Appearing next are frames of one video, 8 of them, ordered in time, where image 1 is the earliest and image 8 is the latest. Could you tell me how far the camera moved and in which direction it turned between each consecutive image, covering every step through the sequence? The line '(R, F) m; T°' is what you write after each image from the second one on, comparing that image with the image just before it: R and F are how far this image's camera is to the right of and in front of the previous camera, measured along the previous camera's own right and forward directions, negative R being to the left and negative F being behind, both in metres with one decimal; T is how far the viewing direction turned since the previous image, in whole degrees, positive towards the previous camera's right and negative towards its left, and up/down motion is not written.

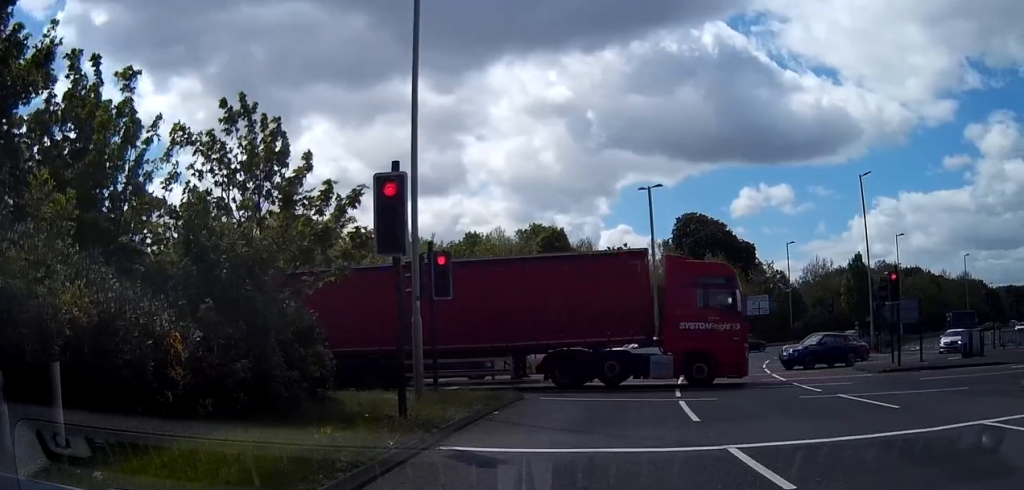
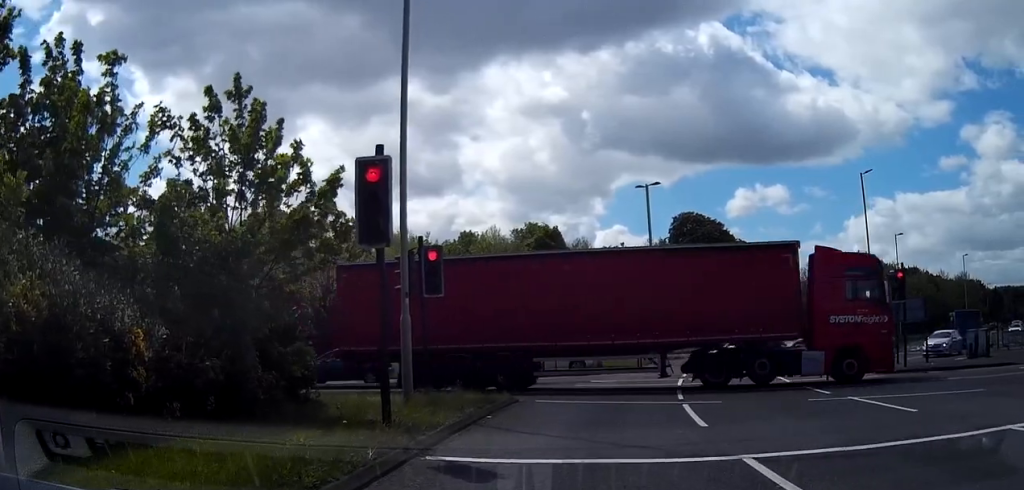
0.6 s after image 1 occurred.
(0.0, +0.7) m; 0°
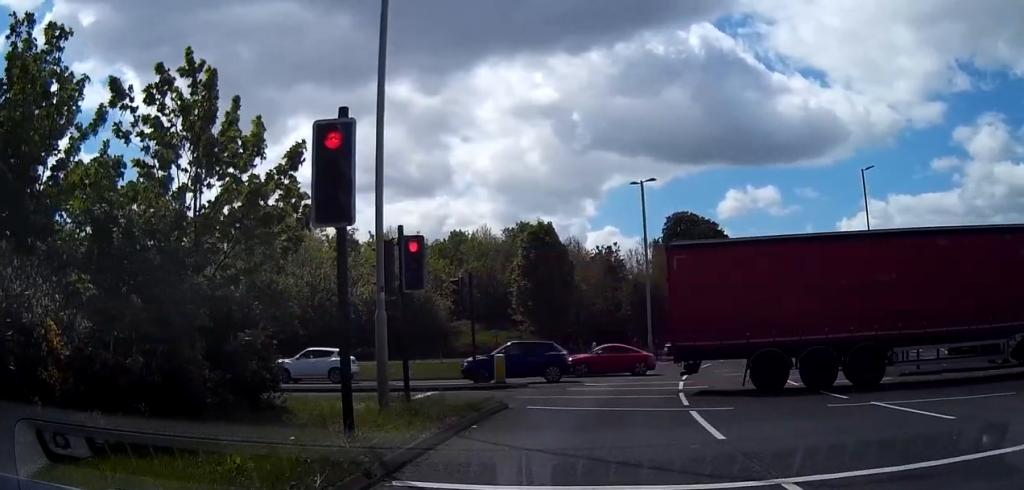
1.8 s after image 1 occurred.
(-0.1, +1.2) m; 0°
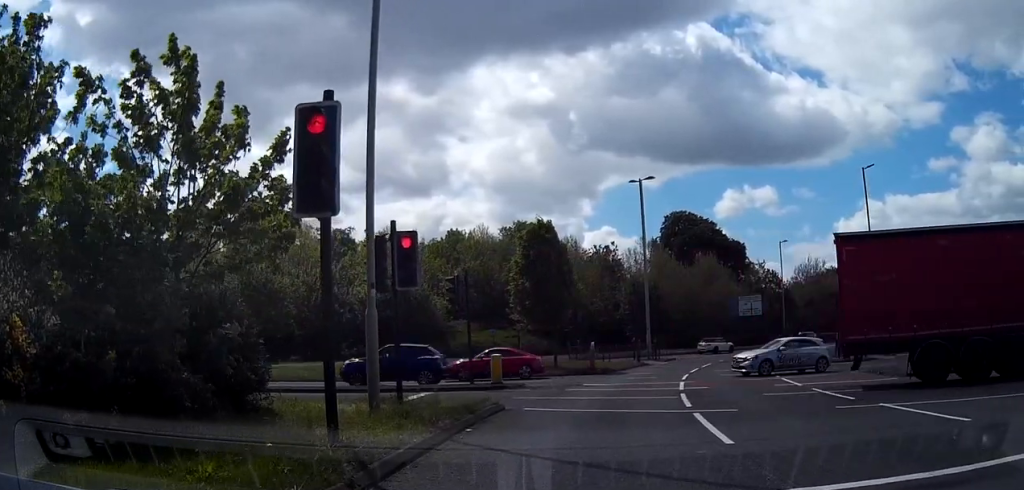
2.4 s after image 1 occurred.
(-0.1, +0.3) m; 0°
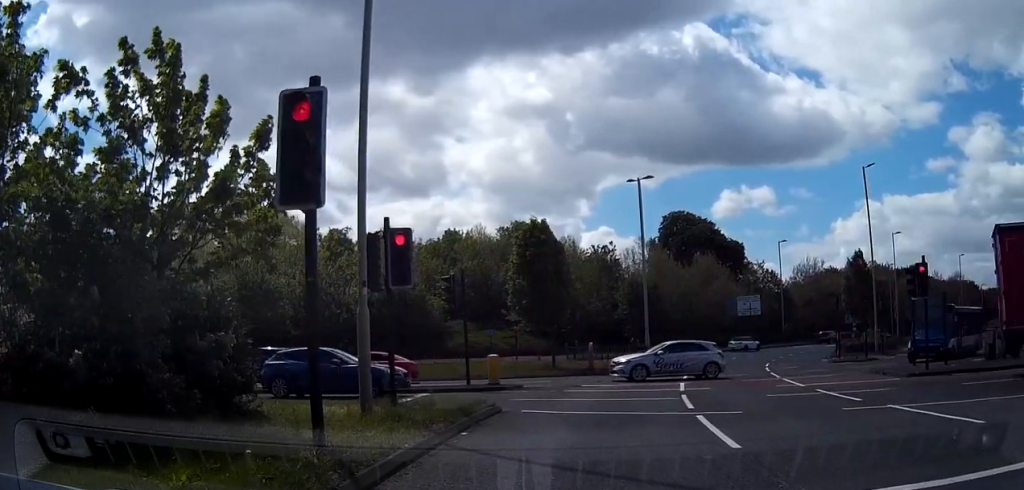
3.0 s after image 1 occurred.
(-0.1, +0.2) m; 0°
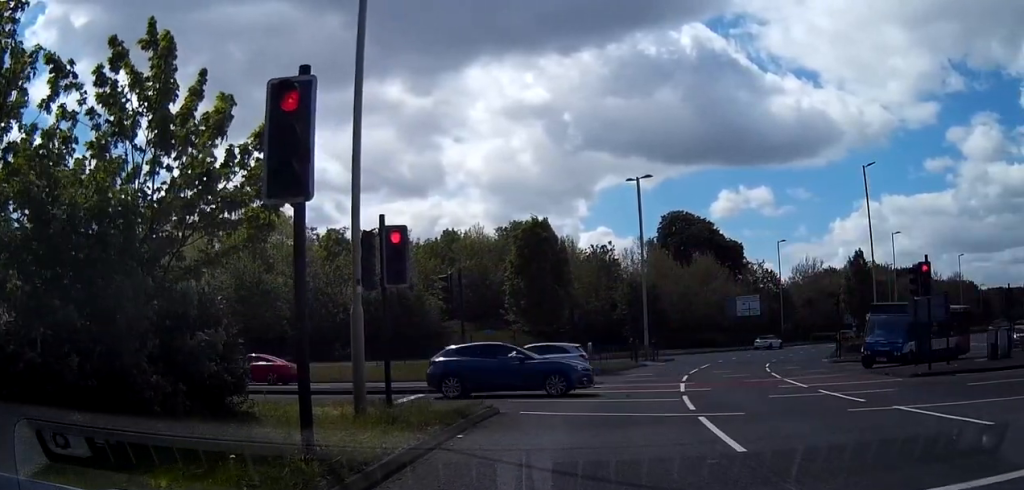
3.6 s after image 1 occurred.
(-0.1, +0.1) m; 0°
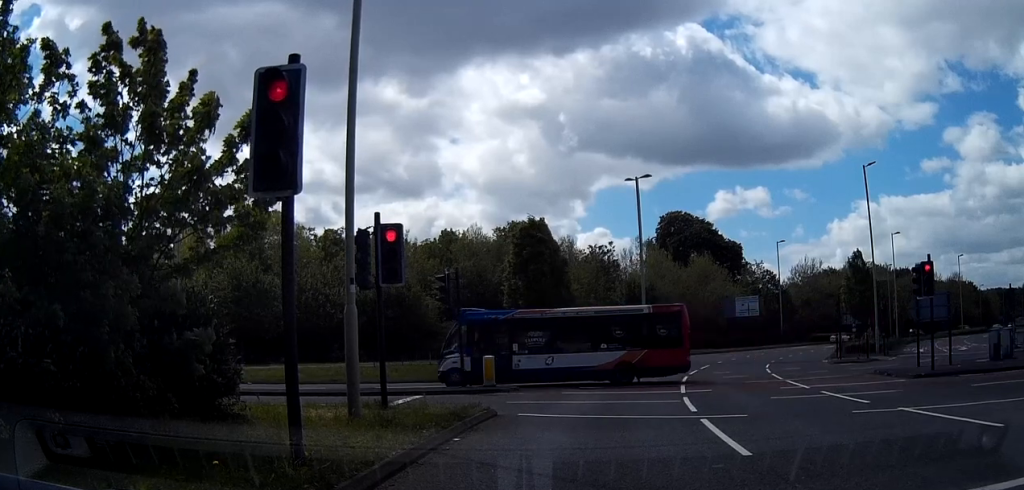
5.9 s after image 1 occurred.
(-0.1, +0.2) m; 0°
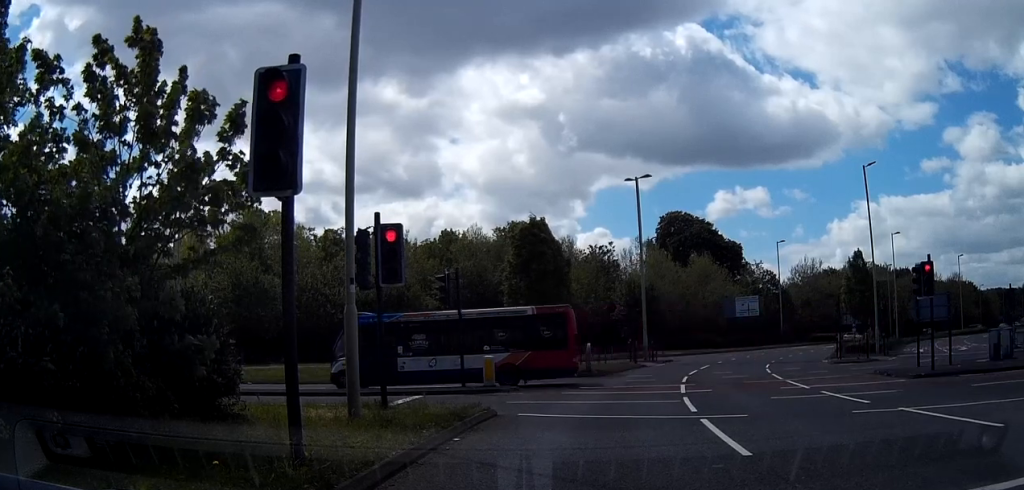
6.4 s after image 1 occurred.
(0.0, 0.0) m; 0°
